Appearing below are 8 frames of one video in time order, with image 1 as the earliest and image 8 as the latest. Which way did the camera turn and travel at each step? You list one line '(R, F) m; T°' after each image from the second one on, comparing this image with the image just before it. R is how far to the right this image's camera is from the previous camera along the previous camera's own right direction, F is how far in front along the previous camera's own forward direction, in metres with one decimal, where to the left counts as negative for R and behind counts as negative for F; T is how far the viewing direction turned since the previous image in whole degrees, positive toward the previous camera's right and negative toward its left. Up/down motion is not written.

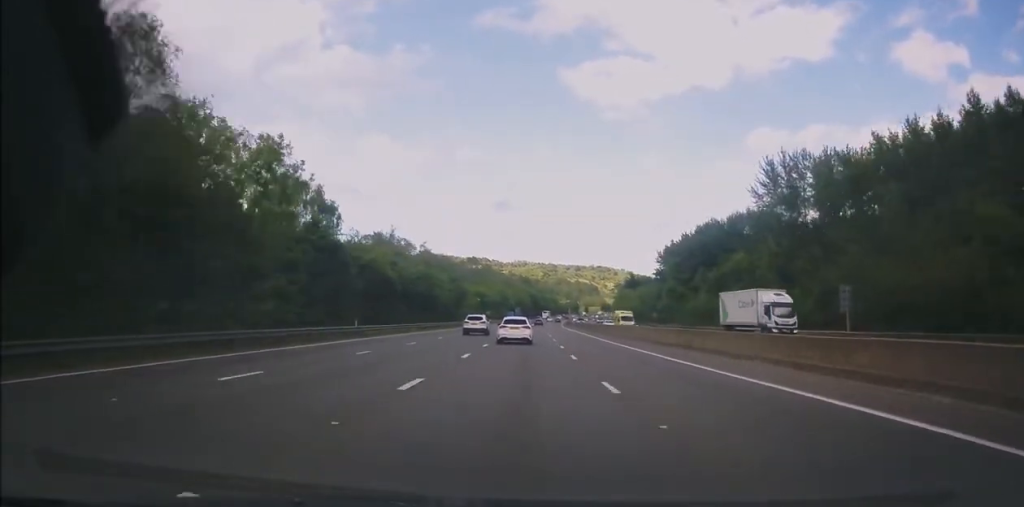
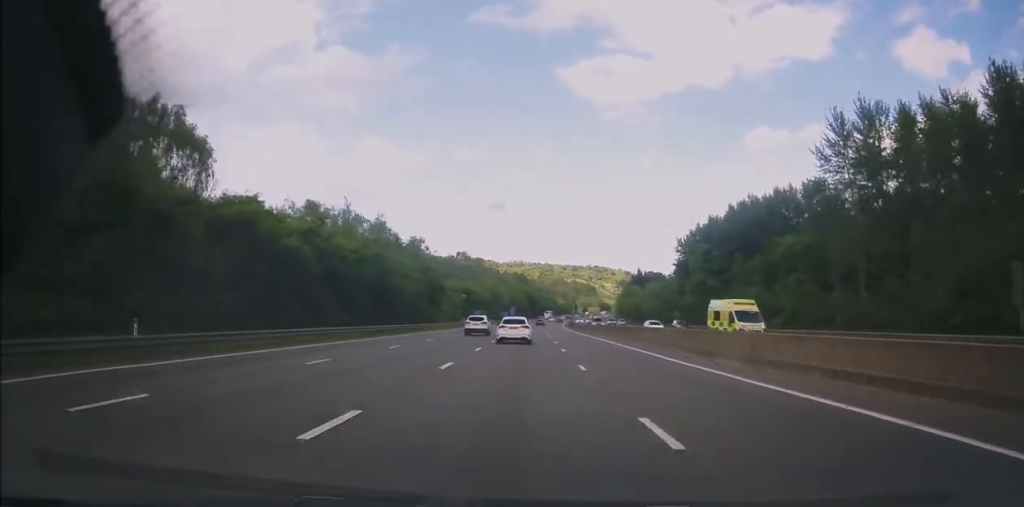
(-0.1, +22.5) m; 0°
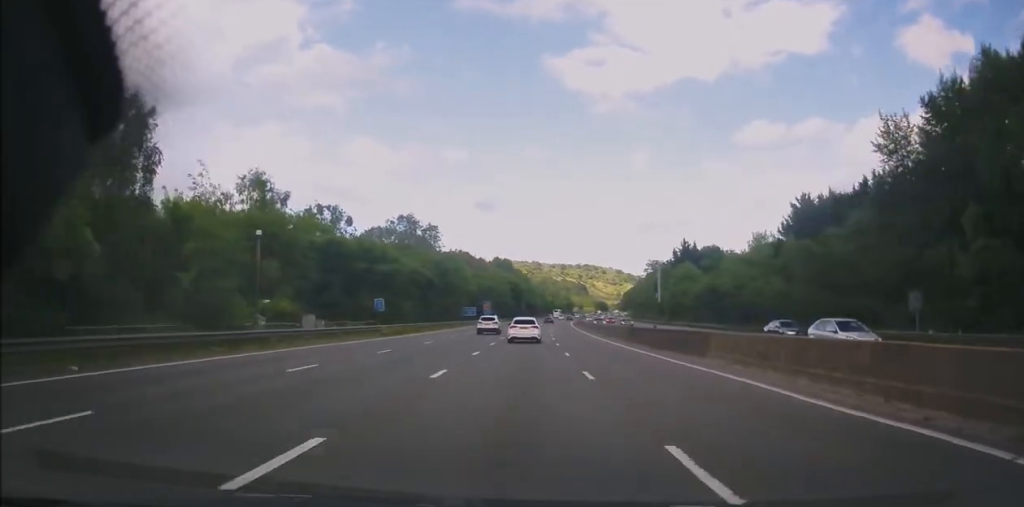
(+1.2, +75.4) m; +1°
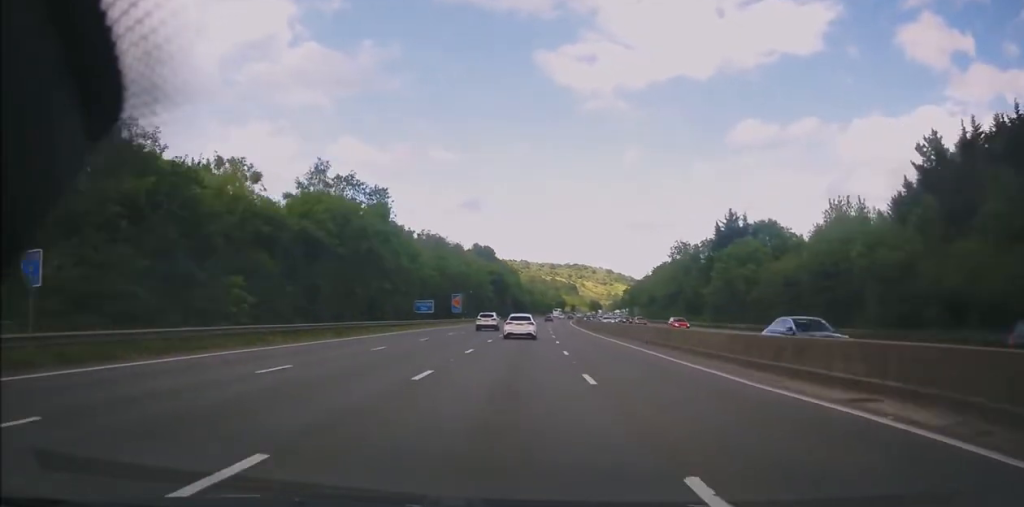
(+0.4, +37.5) m; +2°
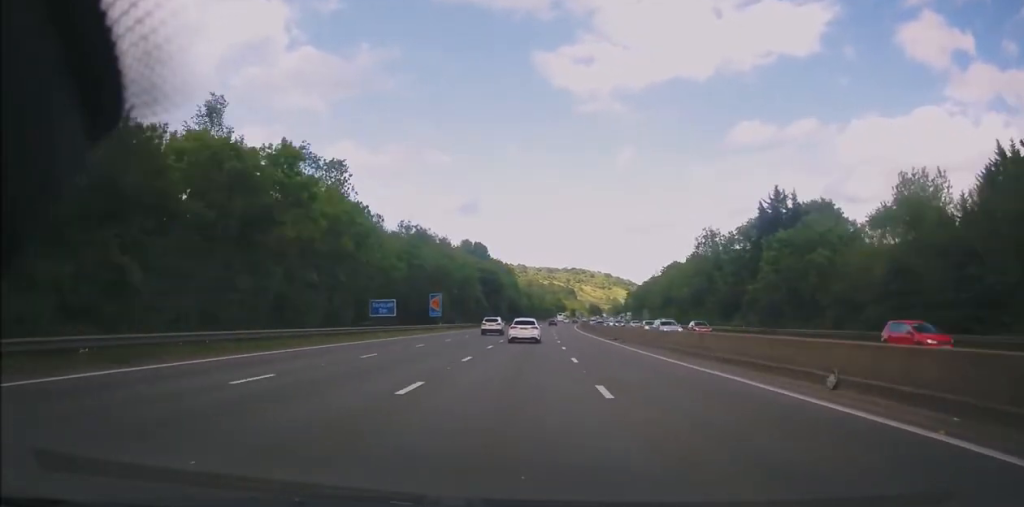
(+0.3, +20.0) m; +1°
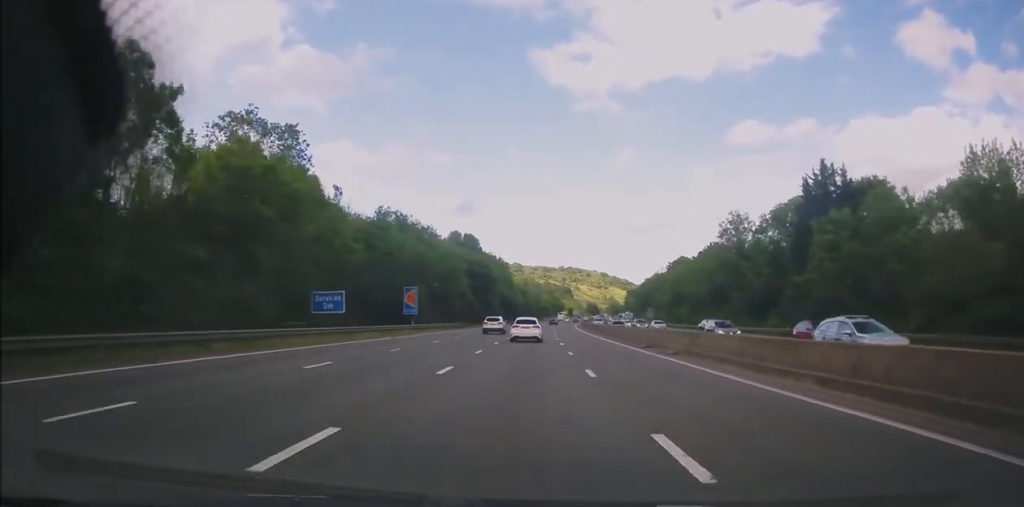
(+0.1, +14.3) m; 0°
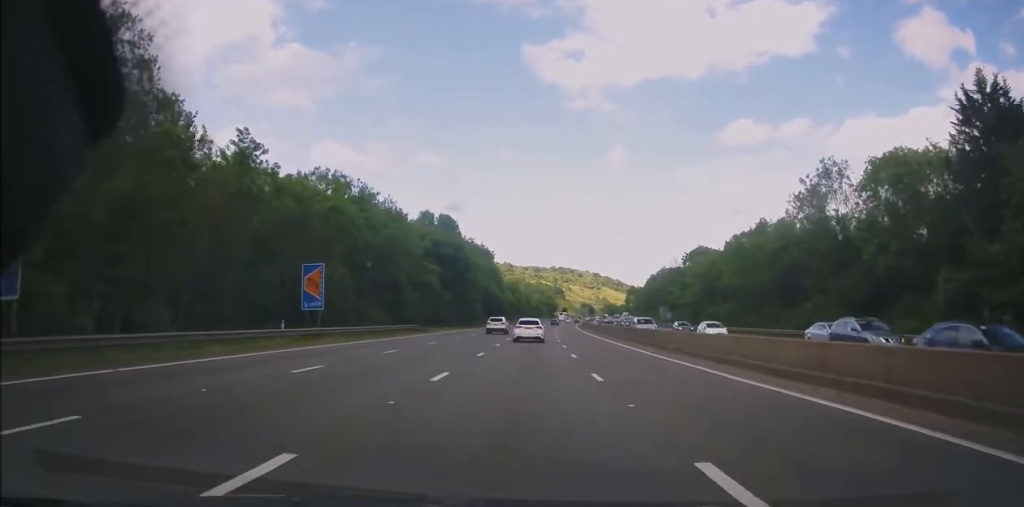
(+0.1, +28.4) m; +1°
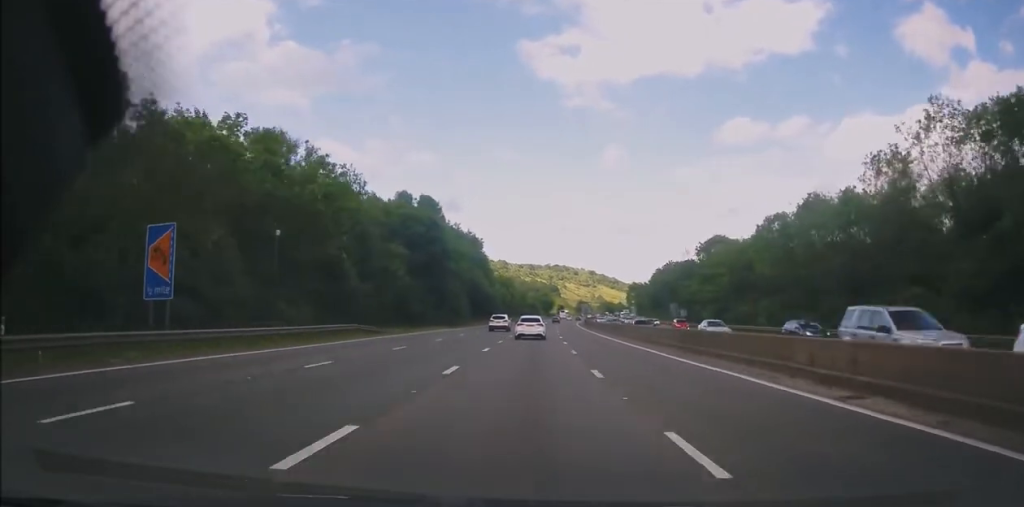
(+0.1, +17.0) m; 0°
